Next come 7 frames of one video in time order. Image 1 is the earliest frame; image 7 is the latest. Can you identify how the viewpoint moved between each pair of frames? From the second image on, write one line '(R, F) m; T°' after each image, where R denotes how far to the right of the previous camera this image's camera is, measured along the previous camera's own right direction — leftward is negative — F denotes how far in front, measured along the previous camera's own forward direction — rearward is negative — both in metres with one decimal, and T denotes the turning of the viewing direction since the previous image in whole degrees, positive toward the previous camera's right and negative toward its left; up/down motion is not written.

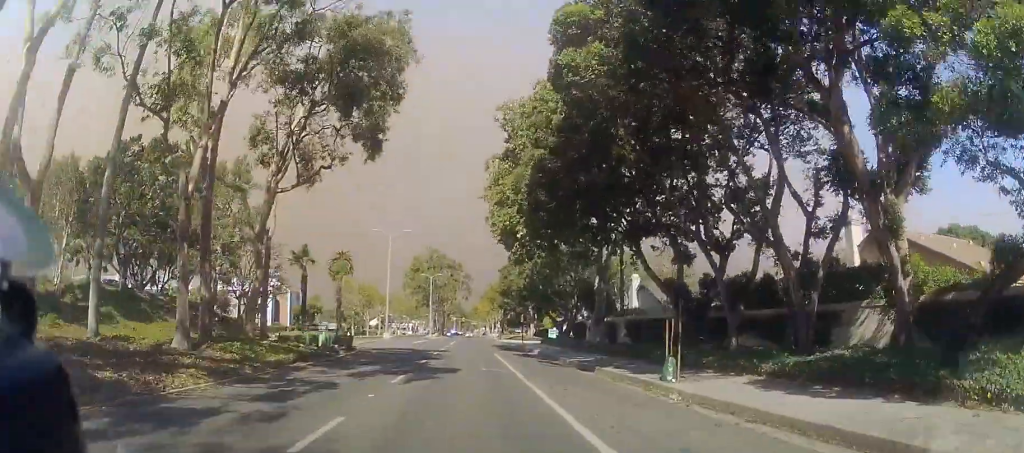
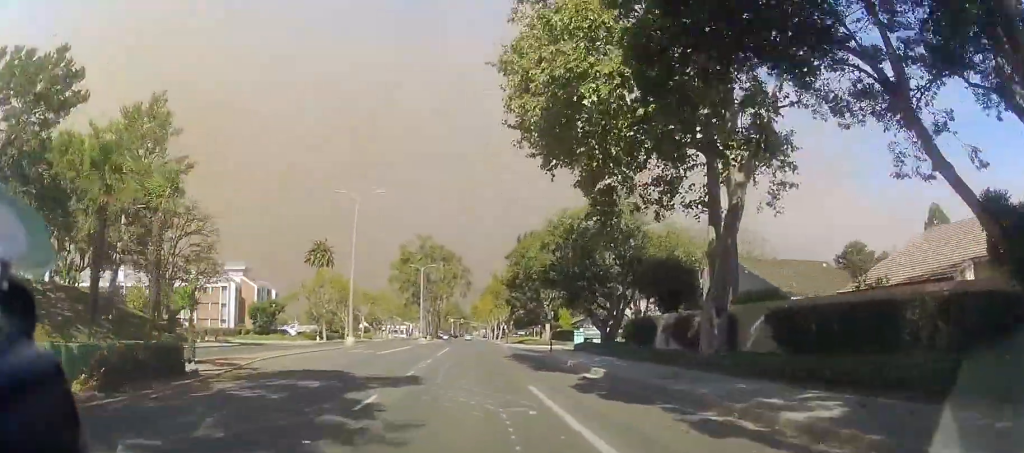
(+0.3, +19.4) m; +2°
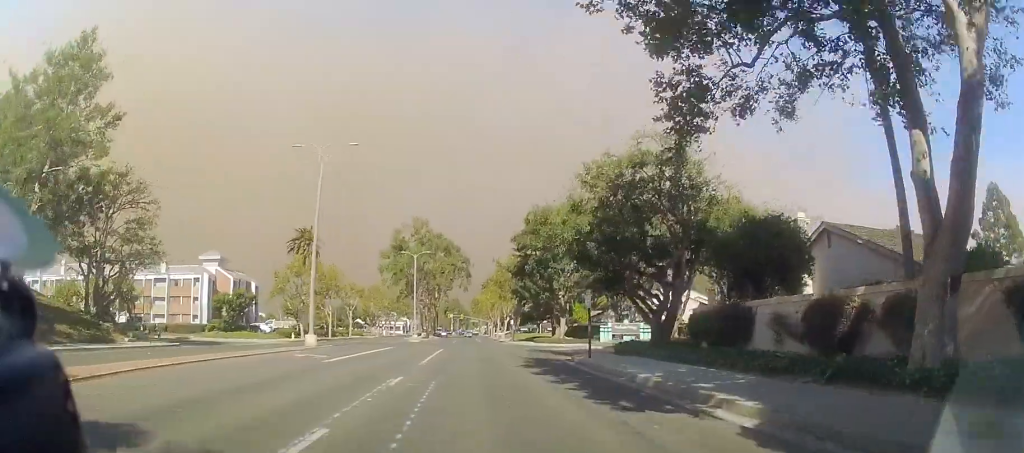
(+0.2, +11.3) m; 0°
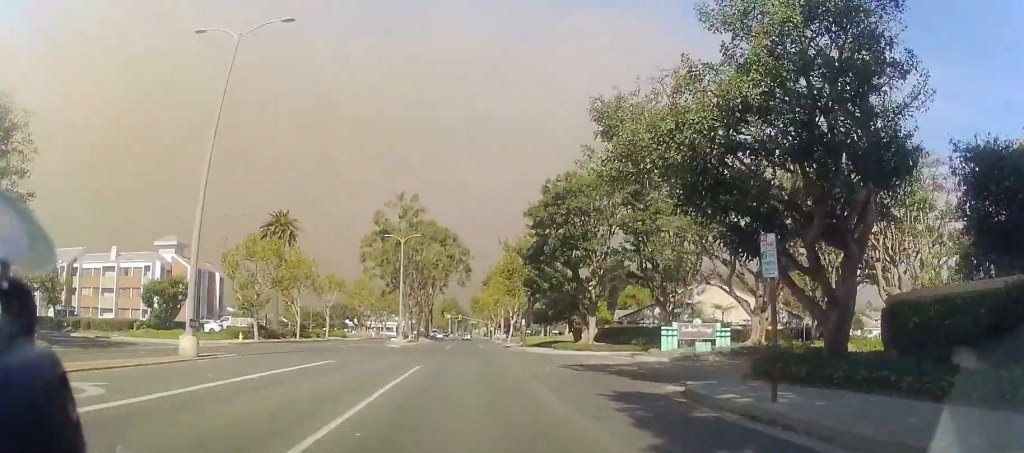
(-0.4, +15.1) m; -2°
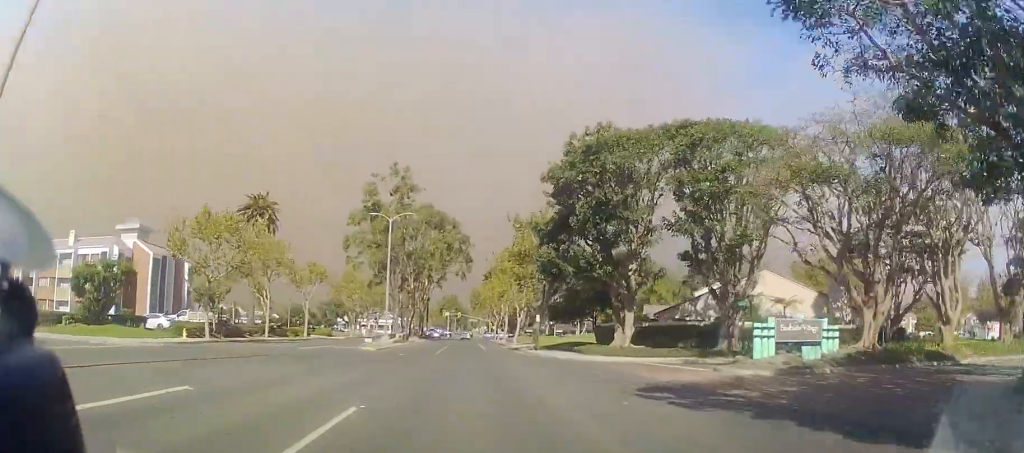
(0.0, +10.6) m; +1°
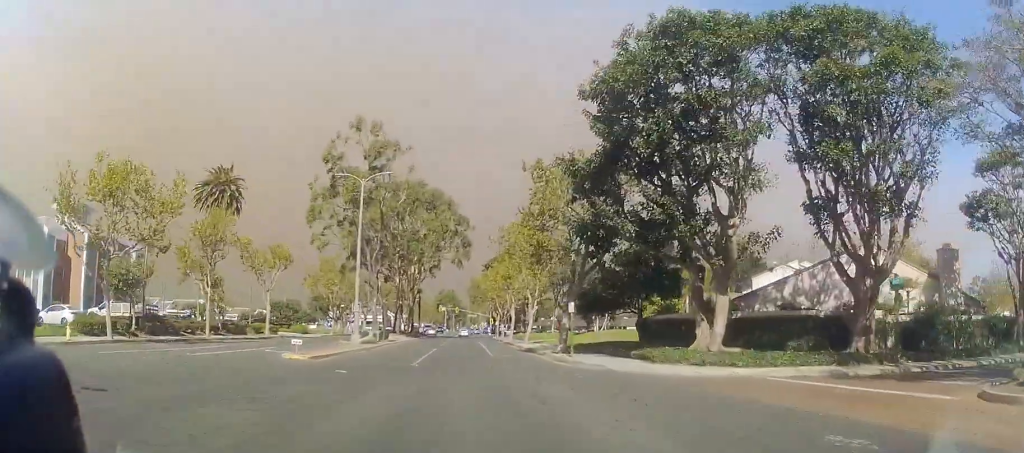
(+0.4, +13.6) m; +2°
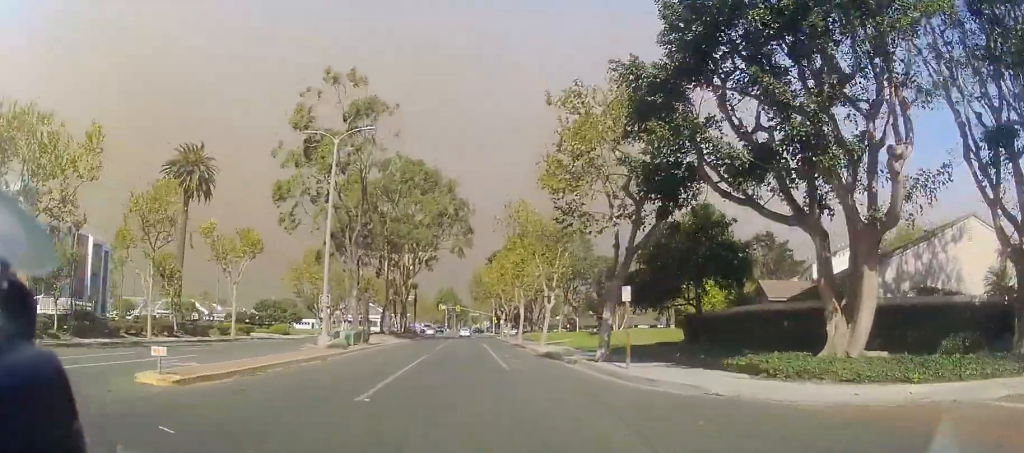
(0.0, +9.2) m; -1°
